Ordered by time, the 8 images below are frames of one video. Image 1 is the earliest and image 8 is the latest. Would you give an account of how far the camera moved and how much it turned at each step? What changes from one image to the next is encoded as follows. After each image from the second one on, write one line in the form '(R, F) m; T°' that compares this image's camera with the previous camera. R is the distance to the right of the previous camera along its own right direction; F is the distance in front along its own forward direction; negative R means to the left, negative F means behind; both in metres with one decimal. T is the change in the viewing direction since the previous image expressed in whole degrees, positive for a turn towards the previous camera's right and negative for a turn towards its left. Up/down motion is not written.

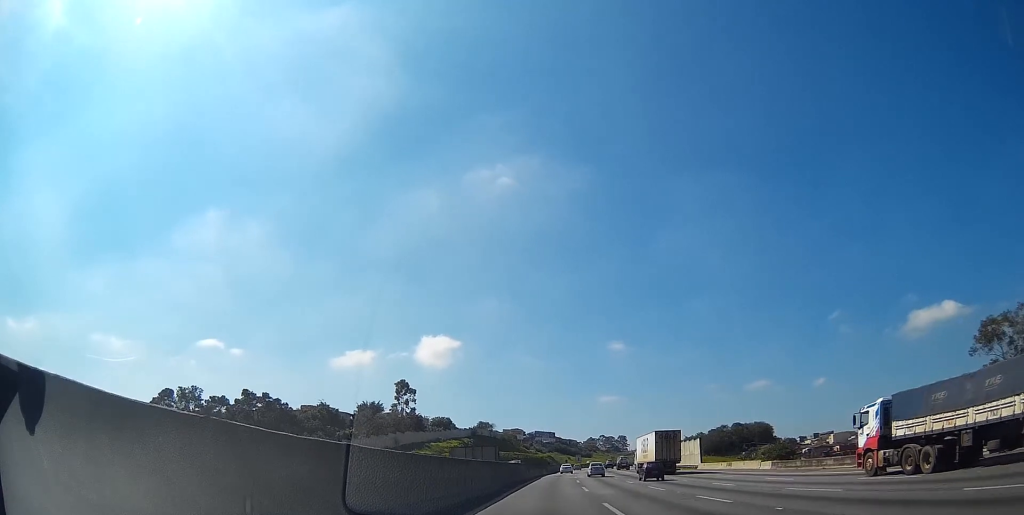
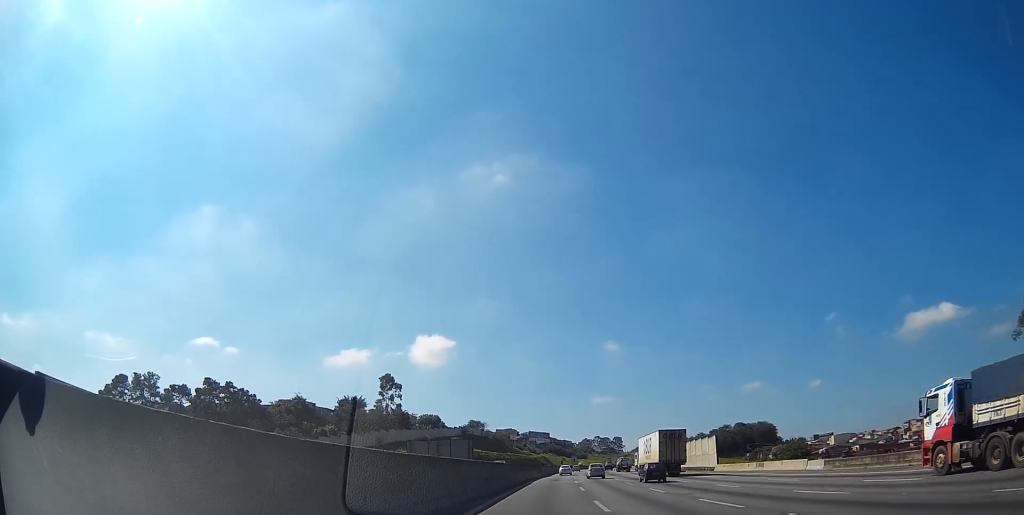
(+0.1, +10.4) m; +1°
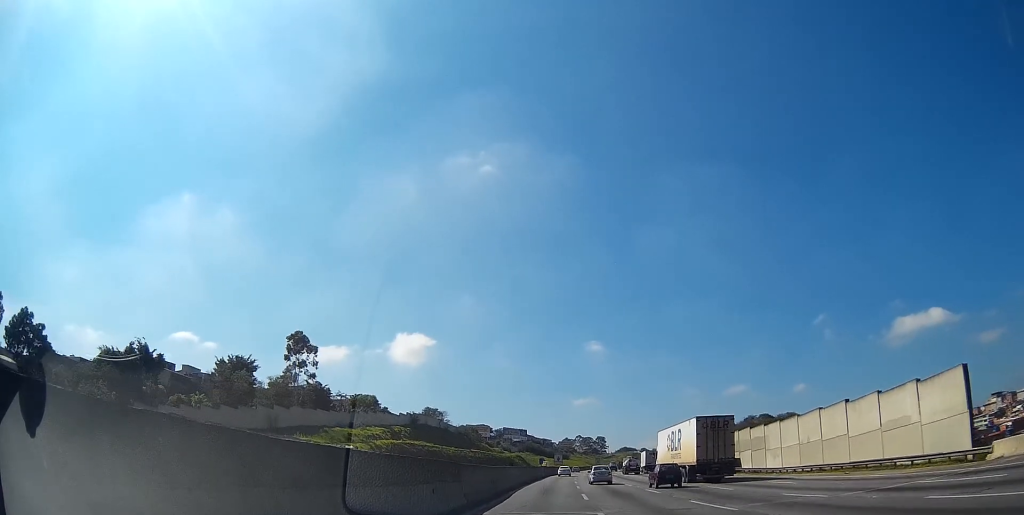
(+1.4, +52.1) m; +3°
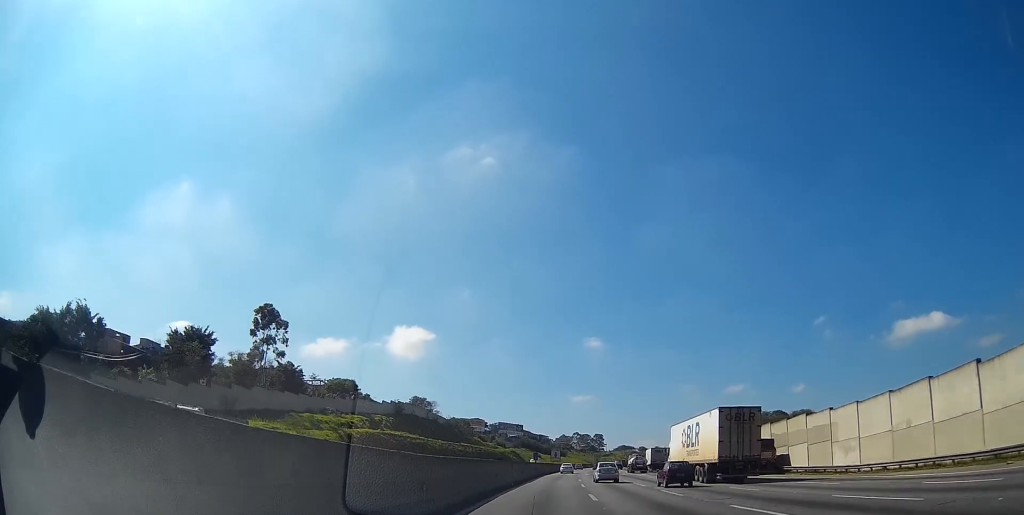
(0.0, +16.0) m; +1°
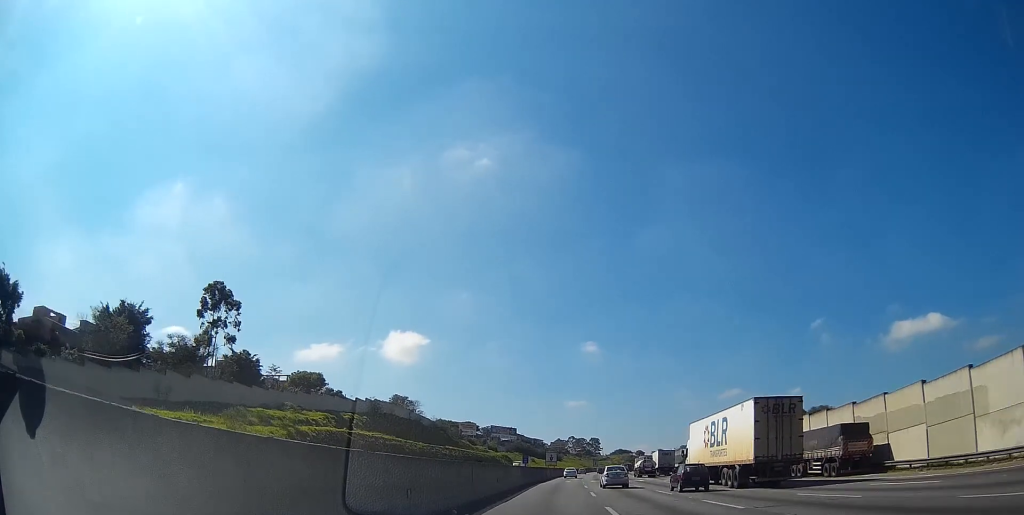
(+0.2, +19.4) m; +1°
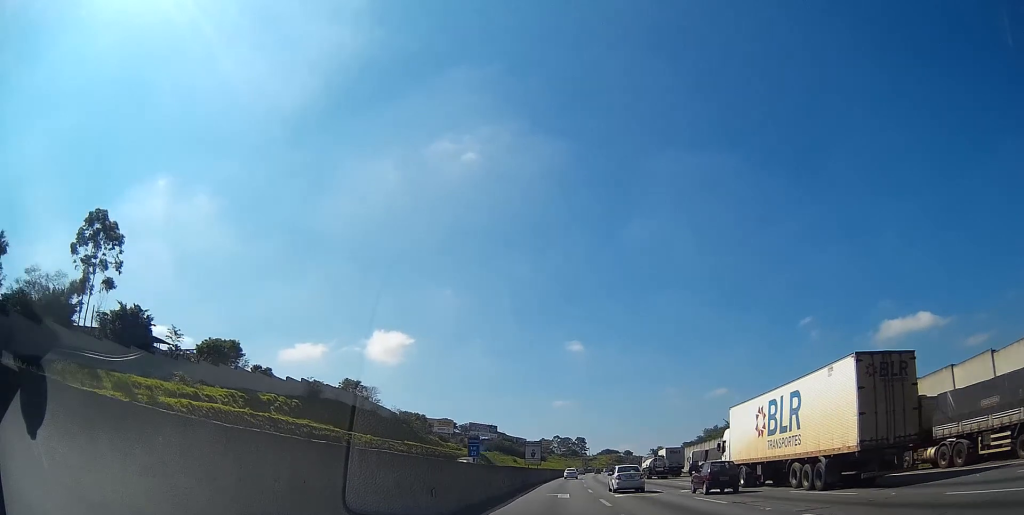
(+0.3, +34.8) m; +1°
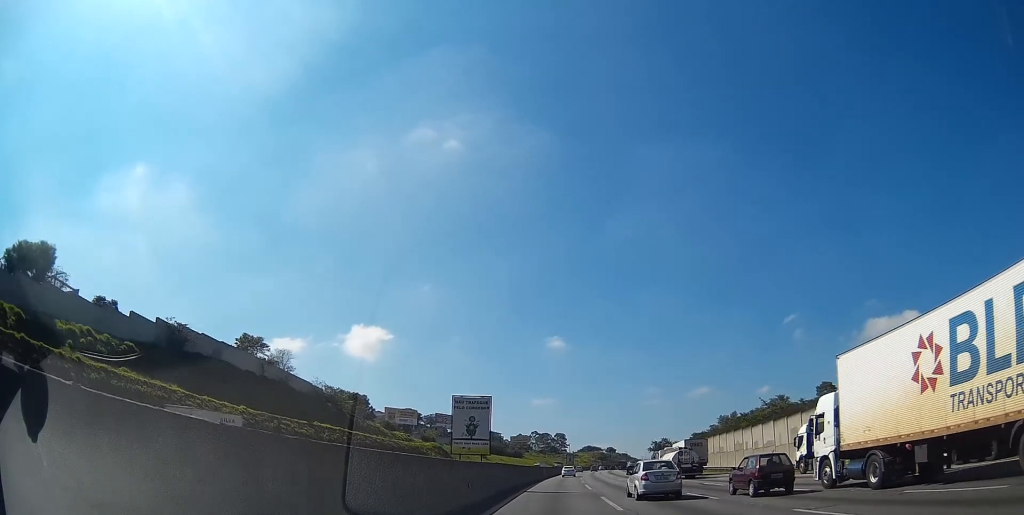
(+0.3, +41.2) m; +1°
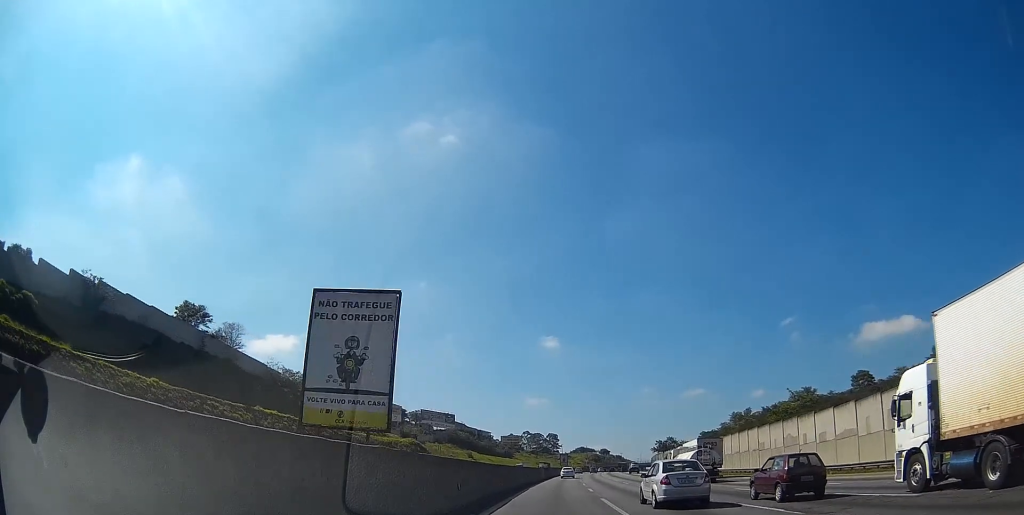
(0.0, +17.8) m; +1°
